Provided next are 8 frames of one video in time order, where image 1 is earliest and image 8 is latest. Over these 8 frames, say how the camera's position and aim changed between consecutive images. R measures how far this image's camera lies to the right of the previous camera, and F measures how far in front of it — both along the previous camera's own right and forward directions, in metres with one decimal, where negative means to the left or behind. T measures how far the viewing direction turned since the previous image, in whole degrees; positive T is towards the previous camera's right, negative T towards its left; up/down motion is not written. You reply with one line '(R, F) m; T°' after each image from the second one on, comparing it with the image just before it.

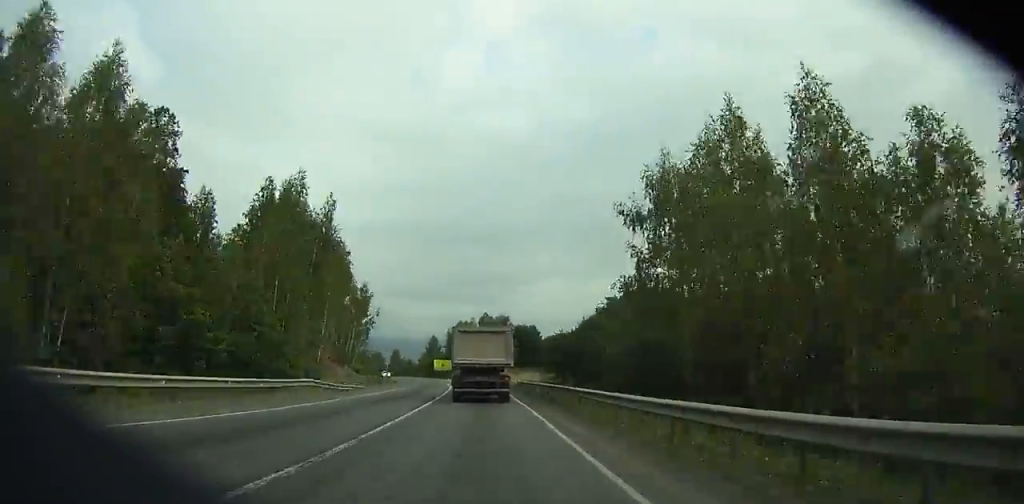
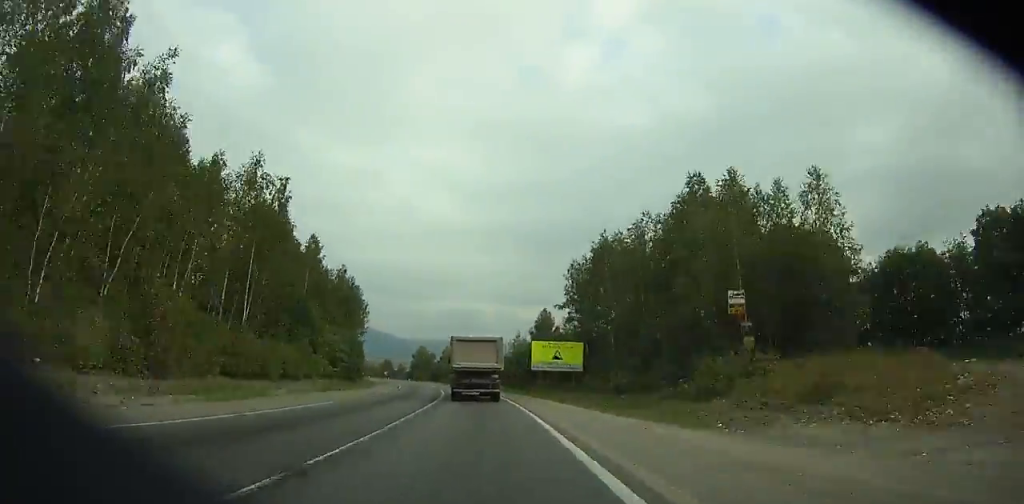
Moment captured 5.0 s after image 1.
(-9.6, +103.0) m; -11°
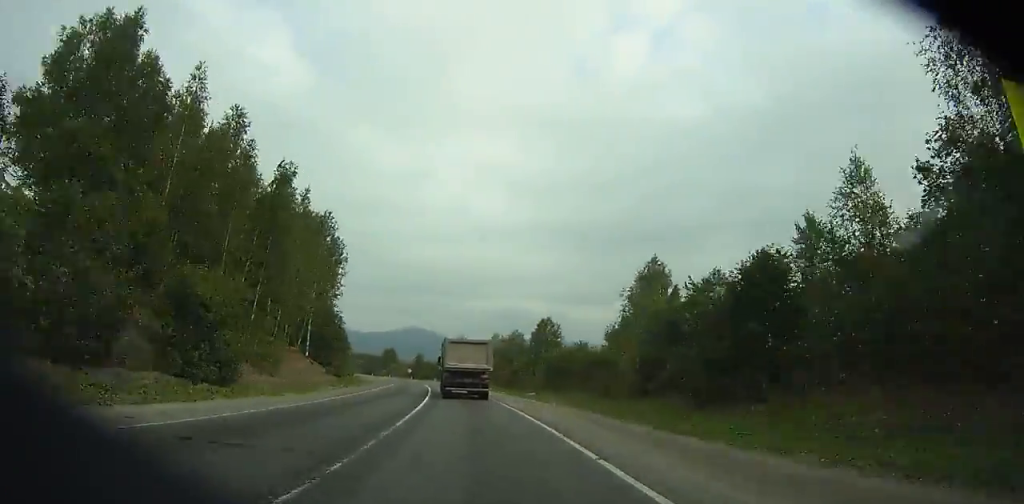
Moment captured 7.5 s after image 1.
(-2.8, +50.6) m; -5°
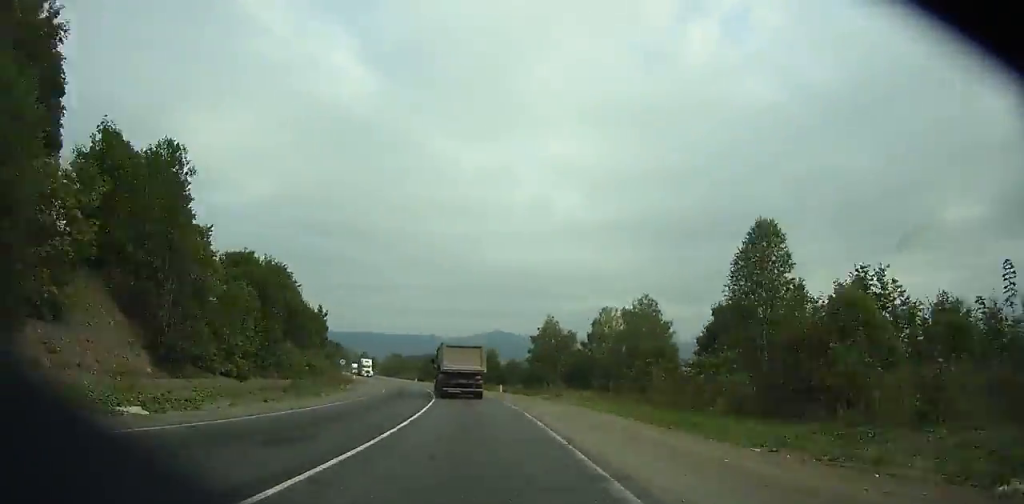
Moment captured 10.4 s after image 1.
(-1.9, +58.5) m; -7°
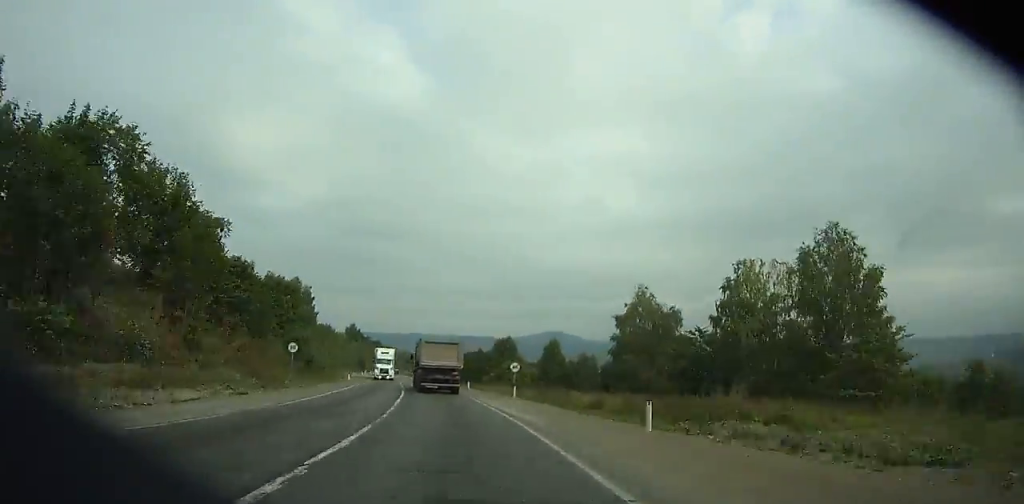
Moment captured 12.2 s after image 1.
(-1.5, +36.8) m; -7°
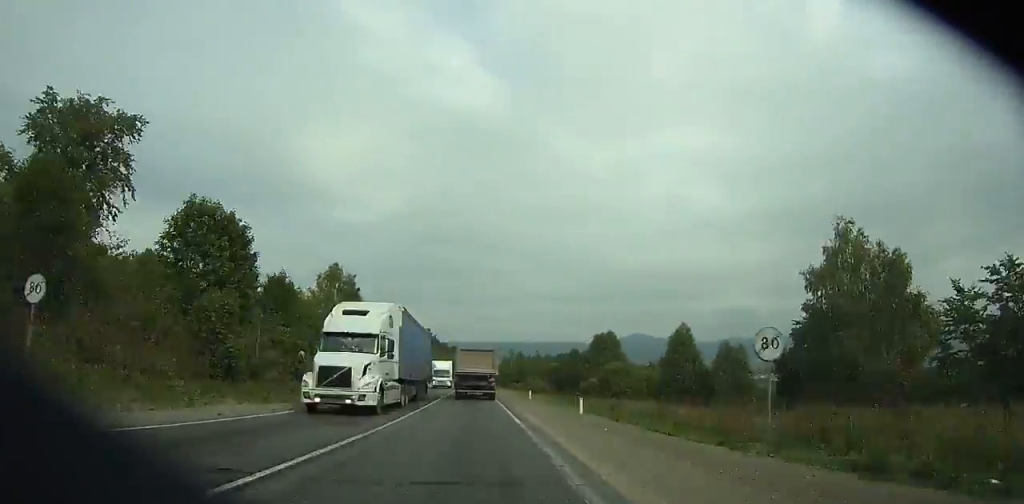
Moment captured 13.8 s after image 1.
(-2.6, +33.1) m; -4°
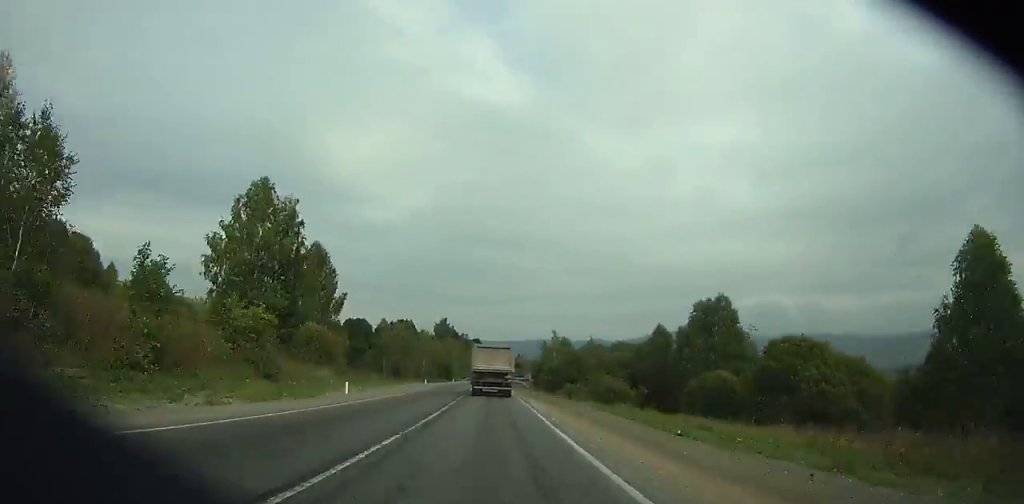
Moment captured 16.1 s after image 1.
(-2.7, +48.1) m; -5°
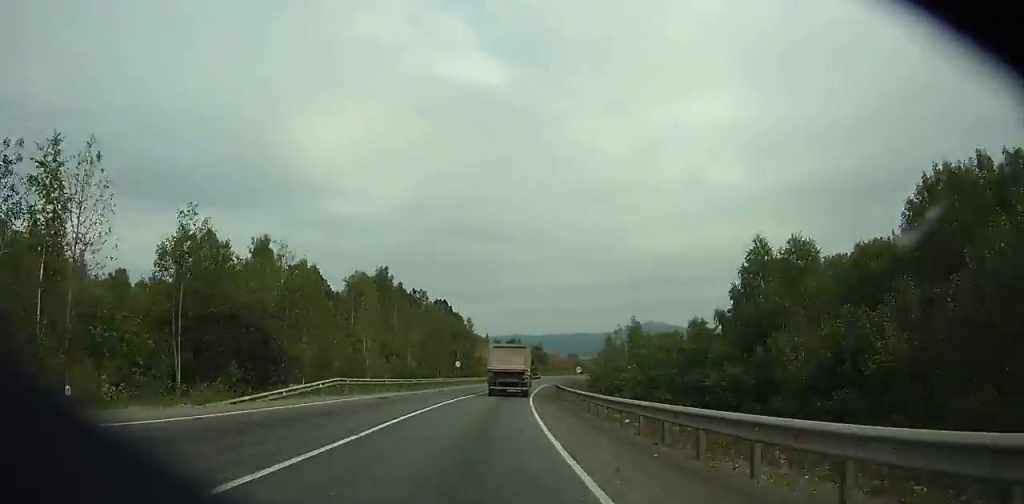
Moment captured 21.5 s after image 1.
(-3.1, +115.2) m; +1°
